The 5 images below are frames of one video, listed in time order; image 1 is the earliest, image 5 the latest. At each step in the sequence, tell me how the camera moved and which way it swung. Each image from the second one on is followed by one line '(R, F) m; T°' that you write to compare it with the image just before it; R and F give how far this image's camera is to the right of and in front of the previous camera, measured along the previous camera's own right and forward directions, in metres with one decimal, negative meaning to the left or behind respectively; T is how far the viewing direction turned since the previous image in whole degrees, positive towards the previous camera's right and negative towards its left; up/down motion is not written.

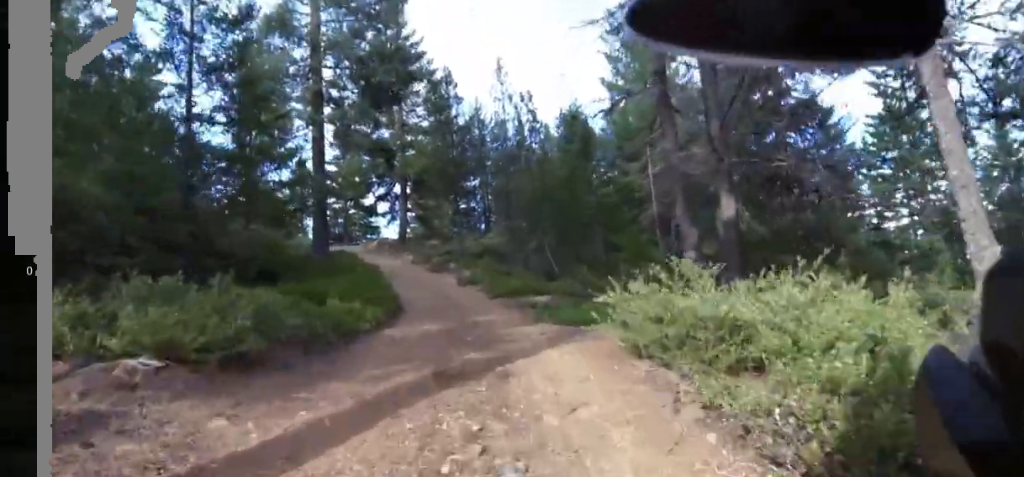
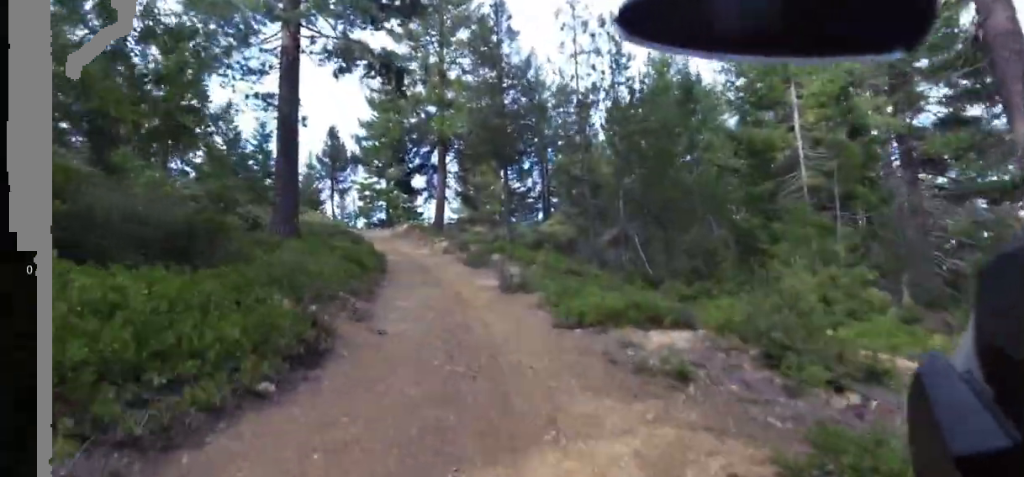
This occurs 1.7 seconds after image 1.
(-0.1, +10.0) m; -4°
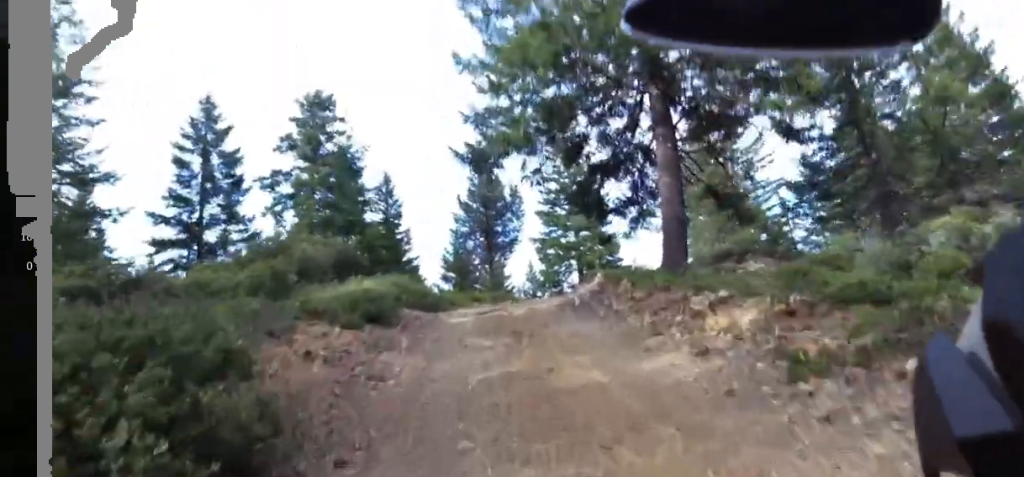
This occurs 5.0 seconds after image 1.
(+1.1, +19.3) m; -1°
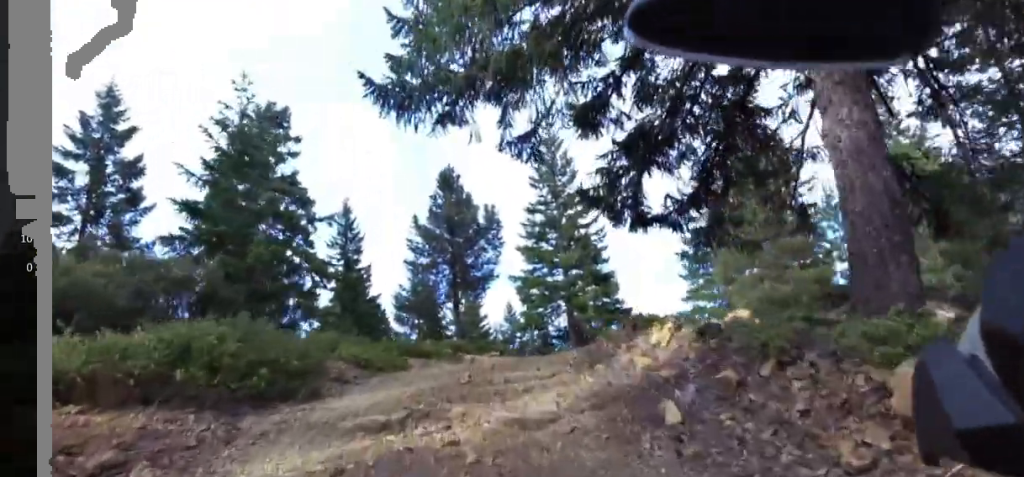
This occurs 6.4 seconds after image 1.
(-0.2, +8.5) m; +1°
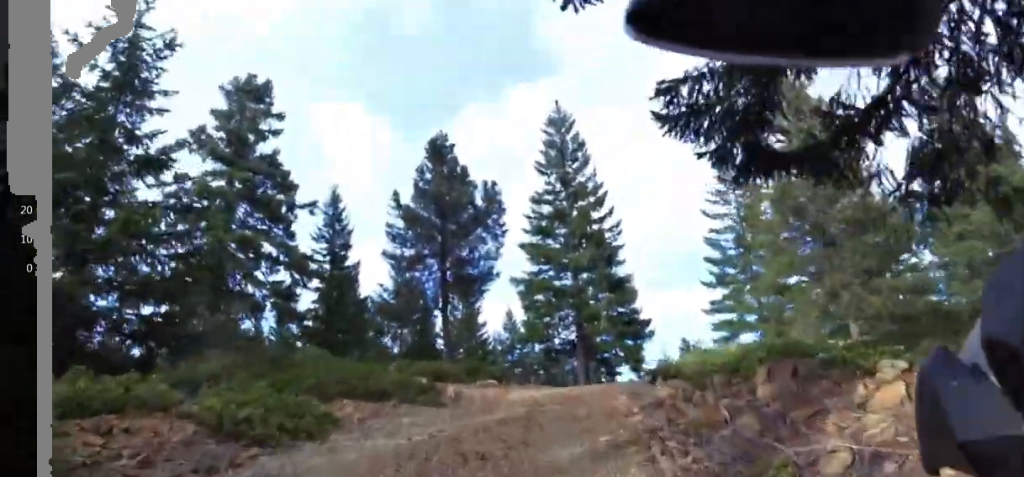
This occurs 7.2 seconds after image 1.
(+0.2, +4.7) m; +1°
